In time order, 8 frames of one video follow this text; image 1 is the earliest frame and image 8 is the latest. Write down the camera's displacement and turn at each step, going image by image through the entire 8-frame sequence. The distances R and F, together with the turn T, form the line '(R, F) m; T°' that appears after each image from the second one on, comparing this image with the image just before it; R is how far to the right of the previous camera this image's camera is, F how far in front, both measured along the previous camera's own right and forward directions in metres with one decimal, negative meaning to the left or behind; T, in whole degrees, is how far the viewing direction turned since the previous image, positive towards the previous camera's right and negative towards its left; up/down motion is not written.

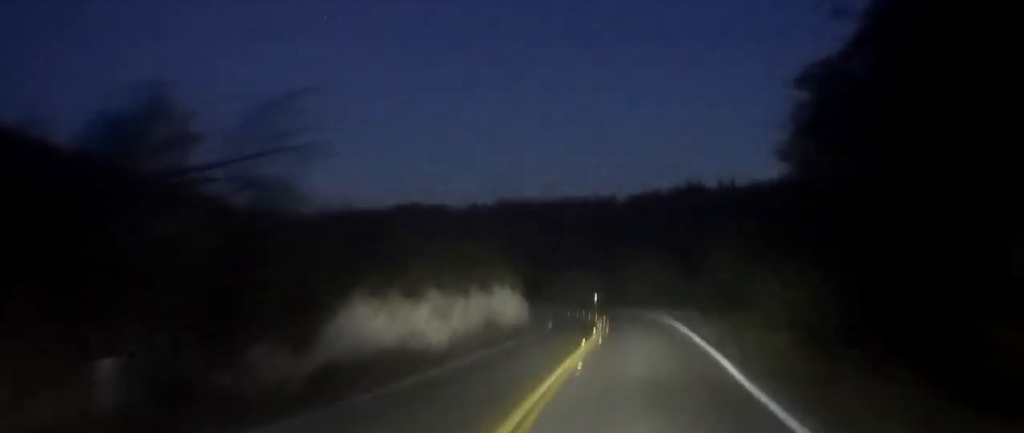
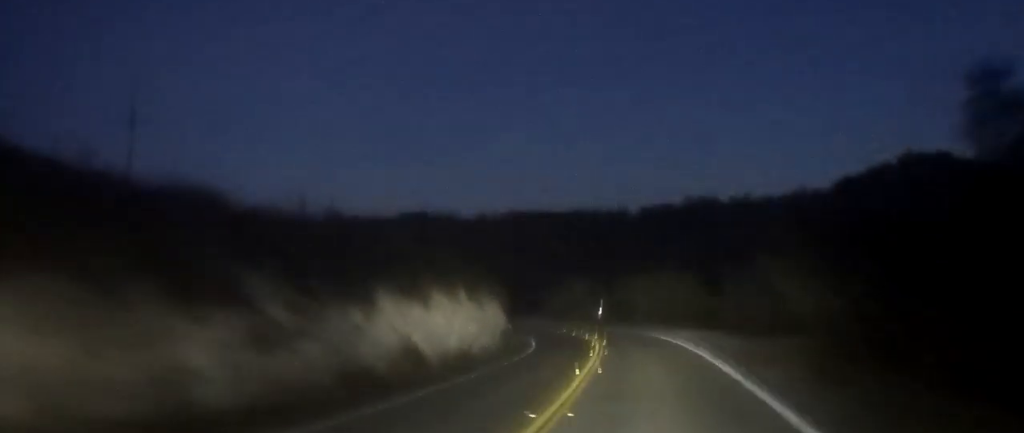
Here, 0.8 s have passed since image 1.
(-0.1, +11.7) m; -2°
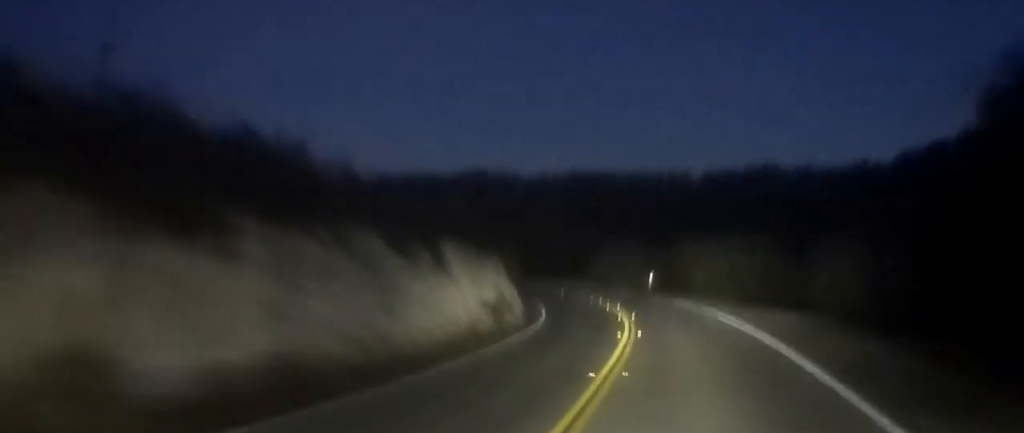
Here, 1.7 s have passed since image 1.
(-0.3, +13.0) m; -3°
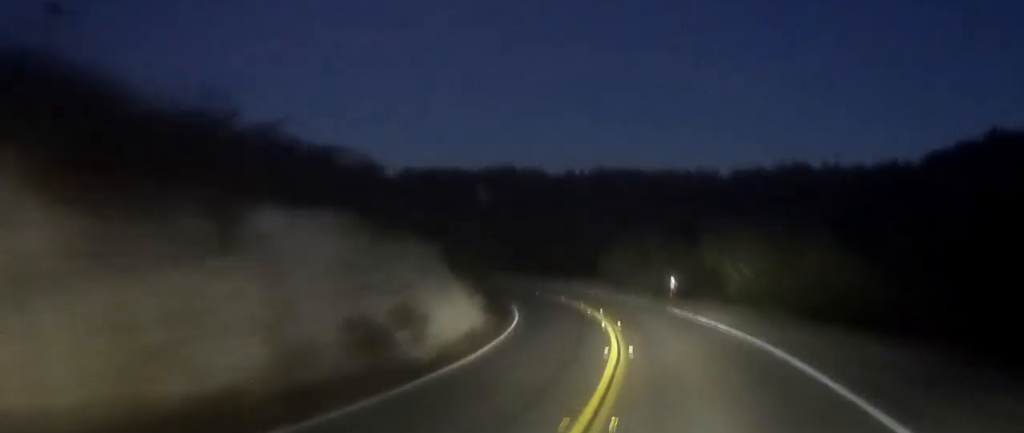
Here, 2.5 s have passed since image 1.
(-0.3, +11.0) m; -3°
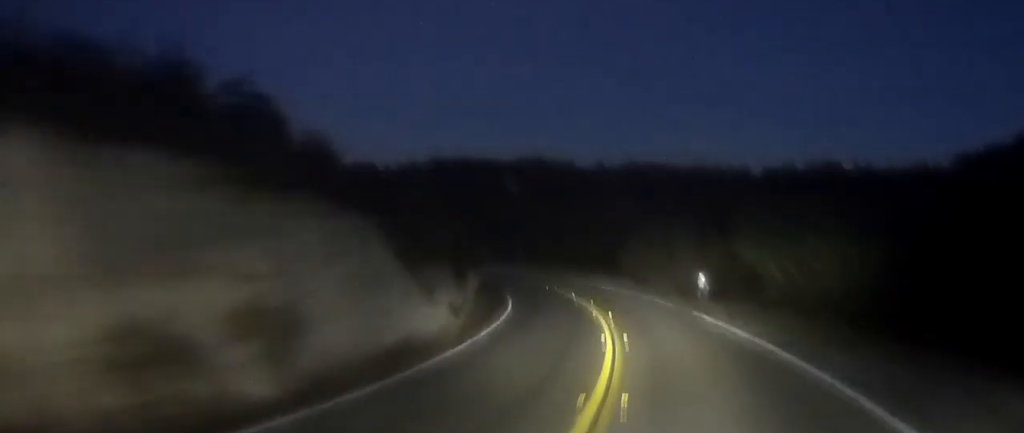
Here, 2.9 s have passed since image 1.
(-0.2, +6.8) m; -1°
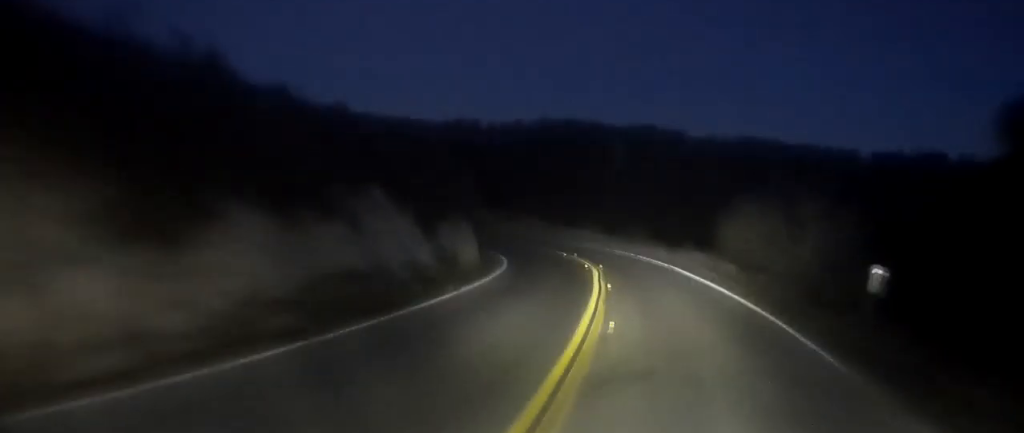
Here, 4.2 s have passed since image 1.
(-0.2, +20.4) m; -4°
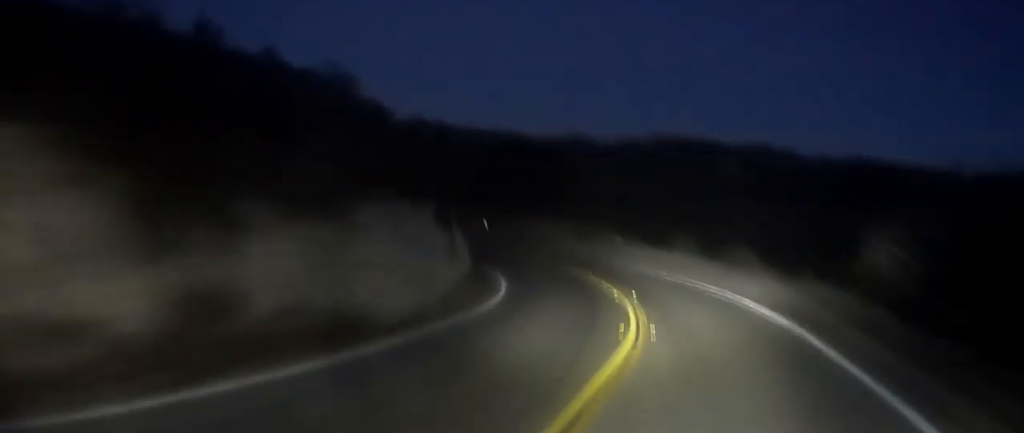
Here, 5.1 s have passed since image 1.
(-0.9, +14.8) m; -10°
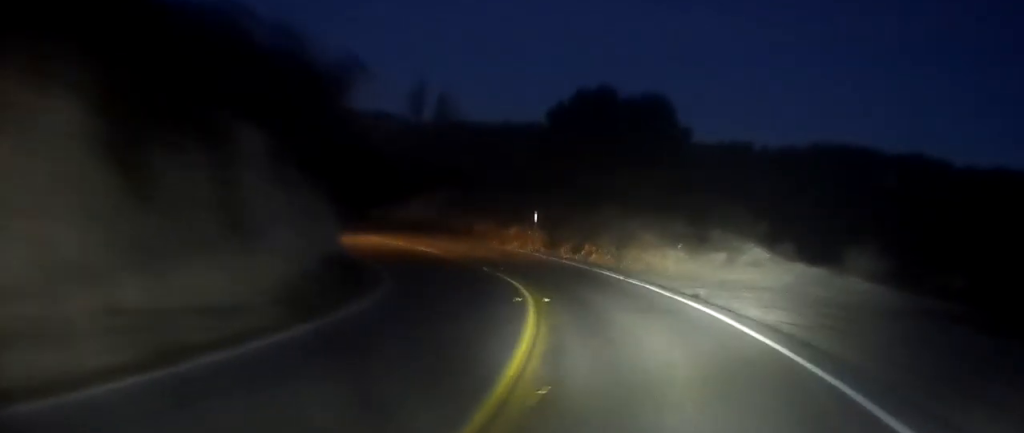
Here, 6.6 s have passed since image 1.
(-4.3, +19.3) m; -24°
